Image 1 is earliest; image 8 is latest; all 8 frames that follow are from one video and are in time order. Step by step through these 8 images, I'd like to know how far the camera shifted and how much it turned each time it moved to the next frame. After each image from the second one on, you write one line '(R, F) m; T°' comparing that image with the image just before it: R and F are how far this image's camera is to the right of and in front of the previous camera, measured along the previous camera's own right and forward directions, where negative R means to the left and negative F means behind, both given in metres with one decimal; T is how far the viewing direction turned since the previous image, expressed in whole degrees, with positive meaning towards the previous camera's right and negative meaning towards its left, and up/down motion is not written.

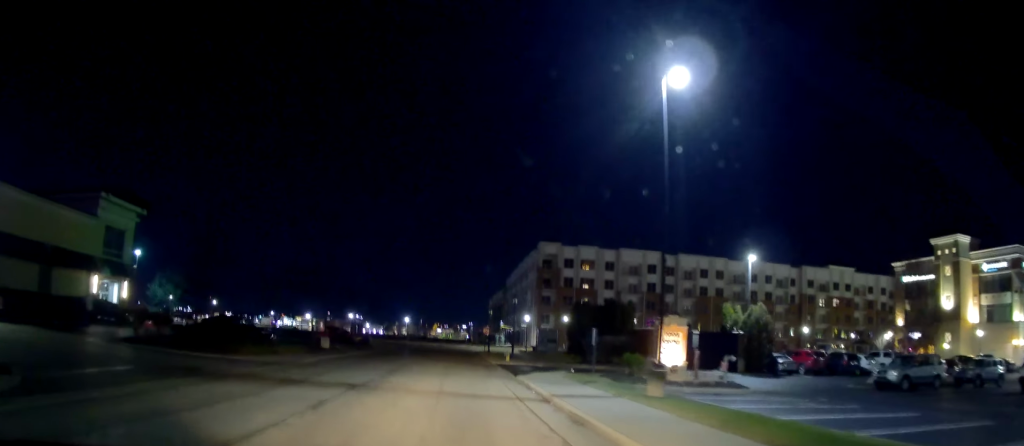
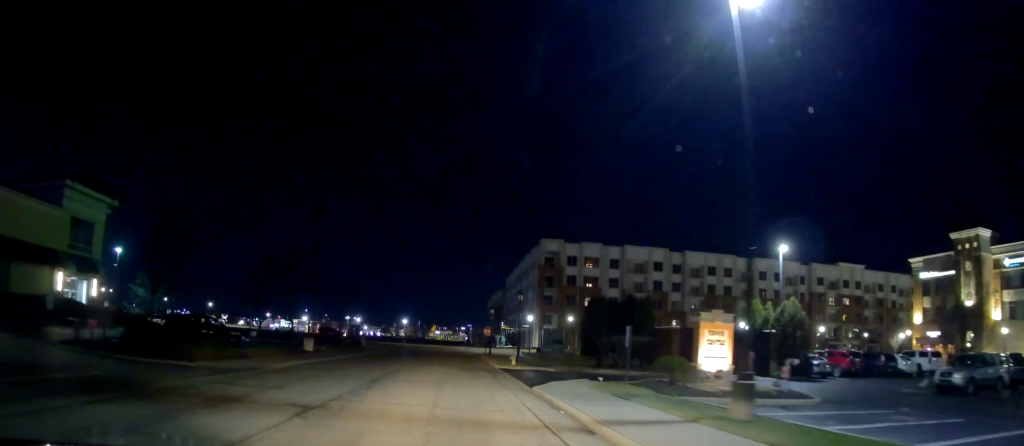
(-0.2, +4.4) m; 0°
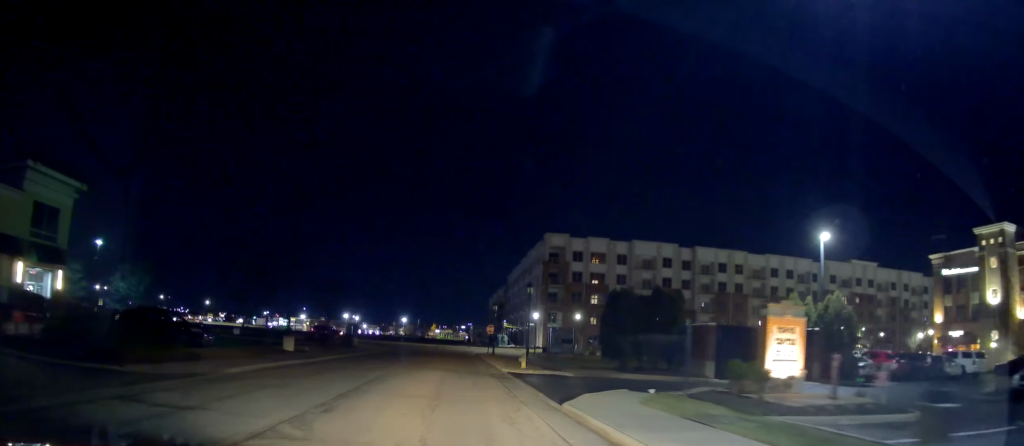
(-0.1, +4.6) m; +1°
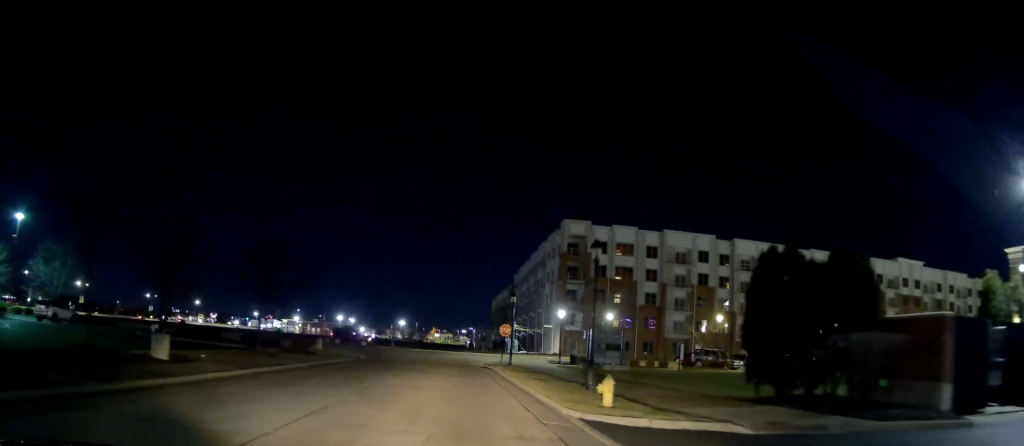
(+0.6, +15.4) m; -1°
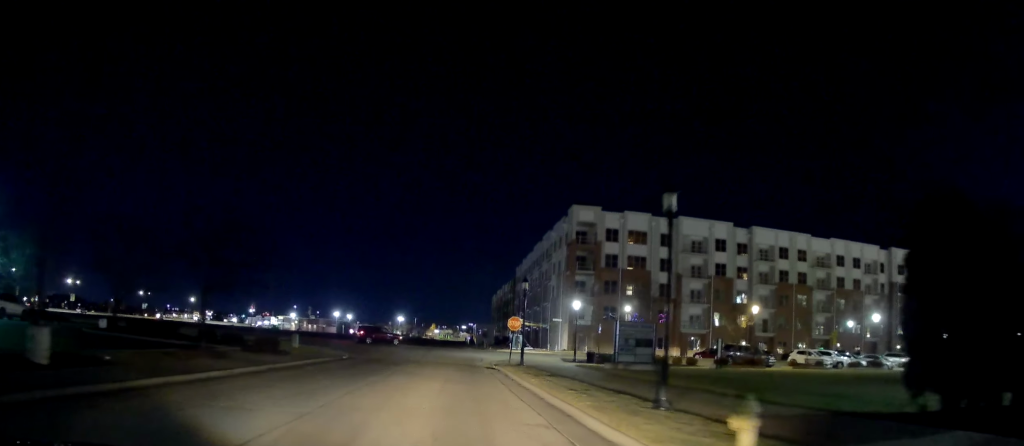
(-0.3, +6.3) m; +1°
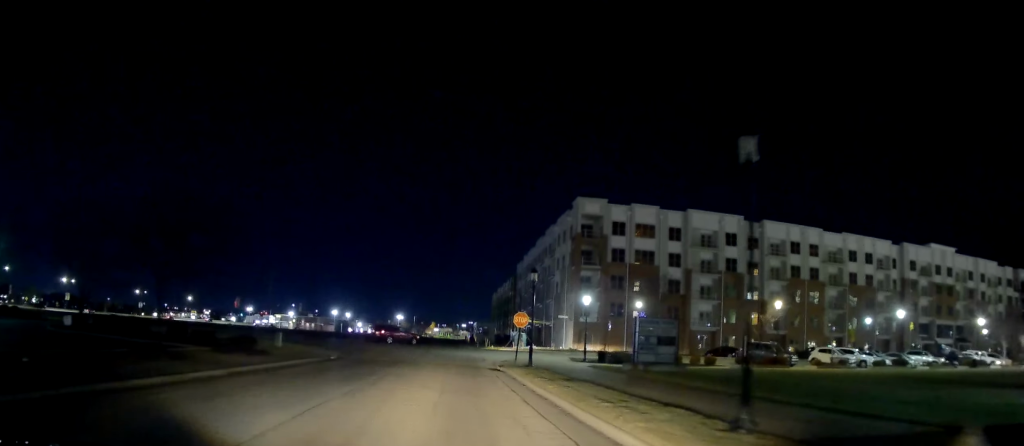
(+0.3, +3.4) m; +2°
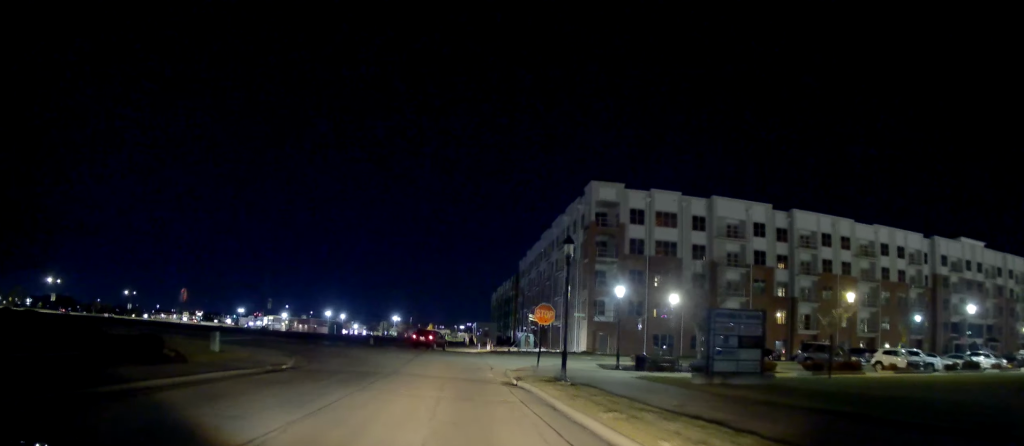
(+0.2, +8.5) m; +2°
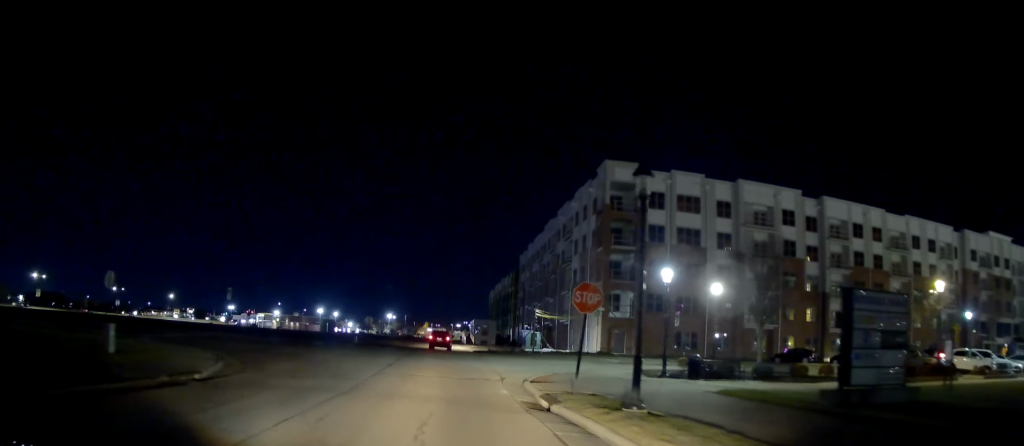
(-0.1, +7.5) m; -4°
